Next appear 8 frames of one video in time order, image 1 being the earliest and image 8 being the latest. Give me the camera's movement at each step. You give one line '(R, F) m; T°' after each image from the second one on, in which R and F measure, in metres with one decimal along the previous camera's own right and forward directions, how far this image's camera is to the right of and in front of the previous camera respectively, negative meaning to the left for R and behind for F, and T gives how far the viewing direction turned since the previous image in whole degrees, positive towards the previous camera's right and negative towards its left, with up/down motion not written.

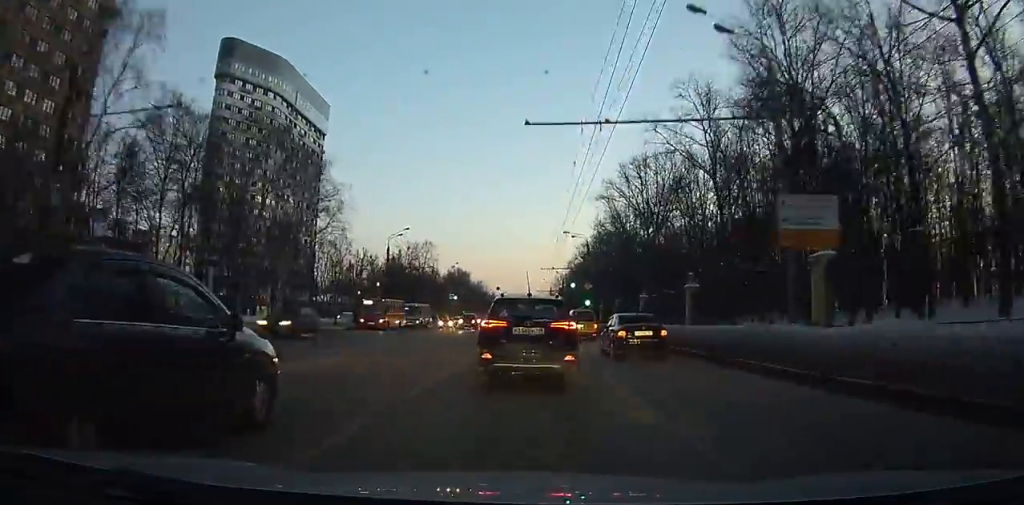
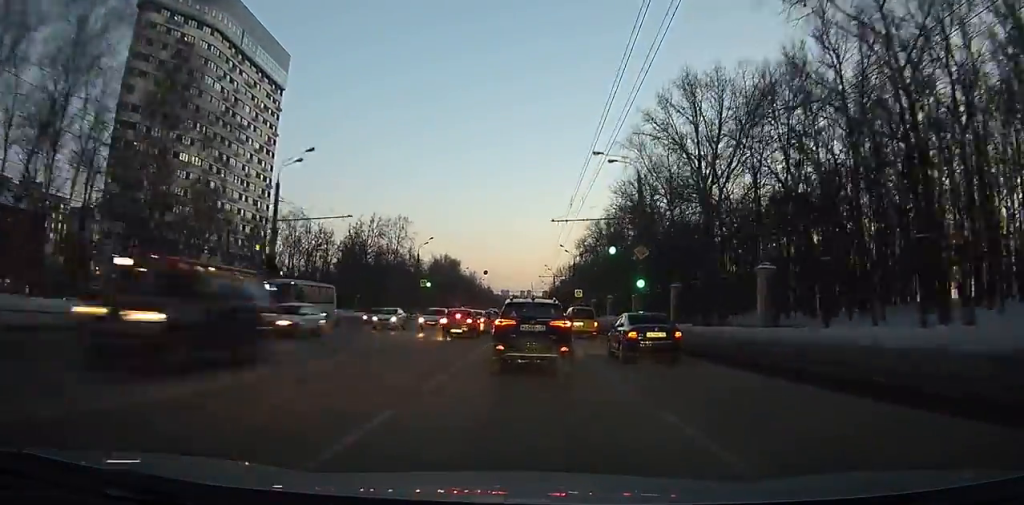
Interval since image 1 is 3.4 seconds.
(-0.2, +33.4) m; 0°
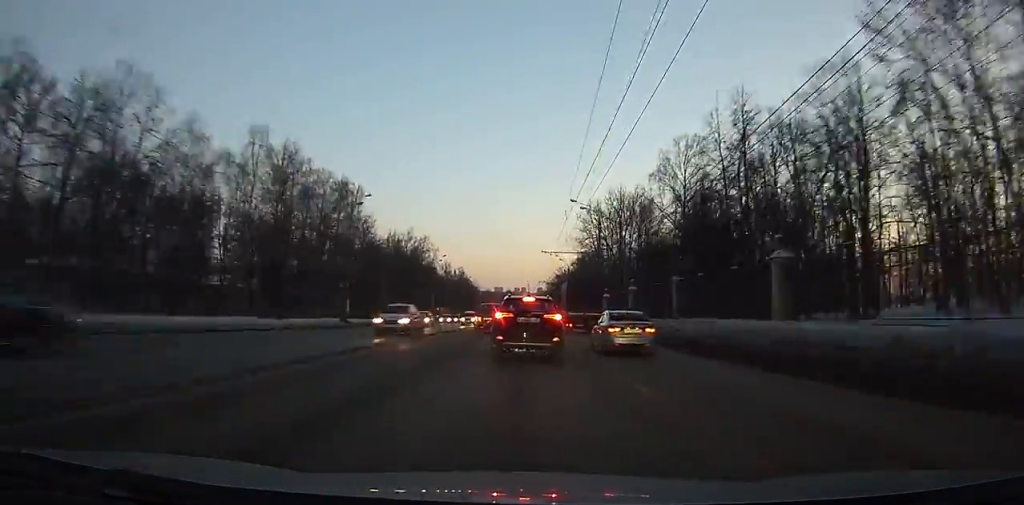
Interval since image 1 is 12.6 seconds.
(-1.6, +121.8) m; -2°
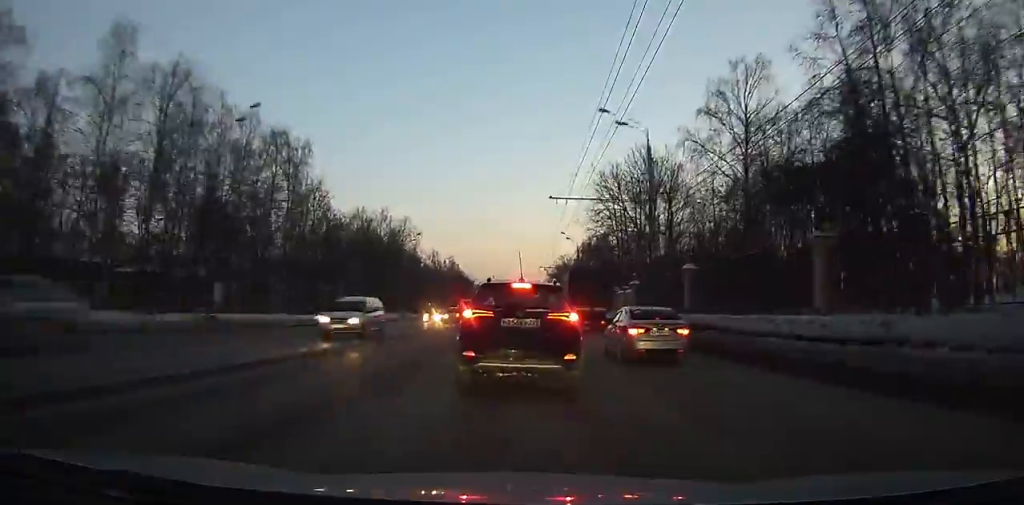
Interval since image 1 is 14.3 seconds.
(-0.3, +16.9) m; -1°
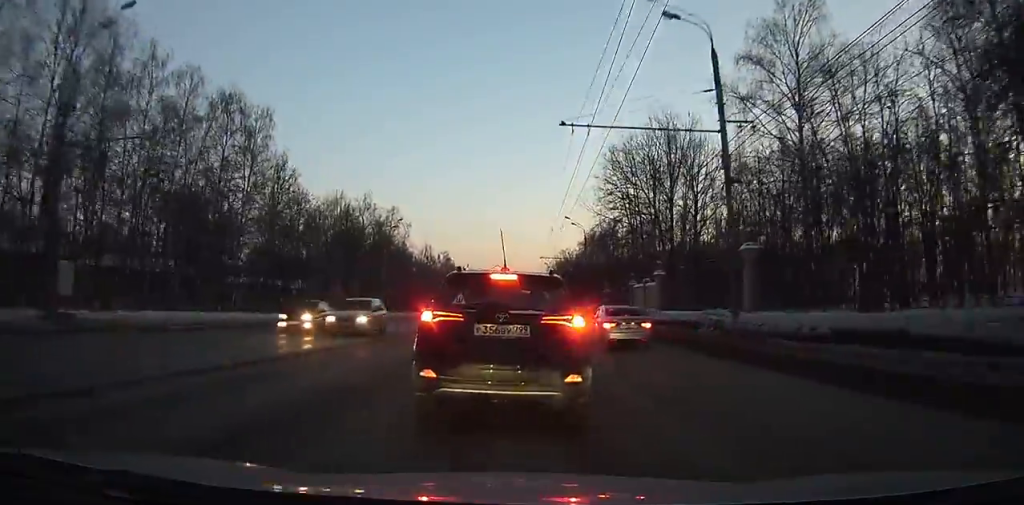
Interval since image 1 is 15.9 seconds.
(-0.1, +14.7) m; 0°
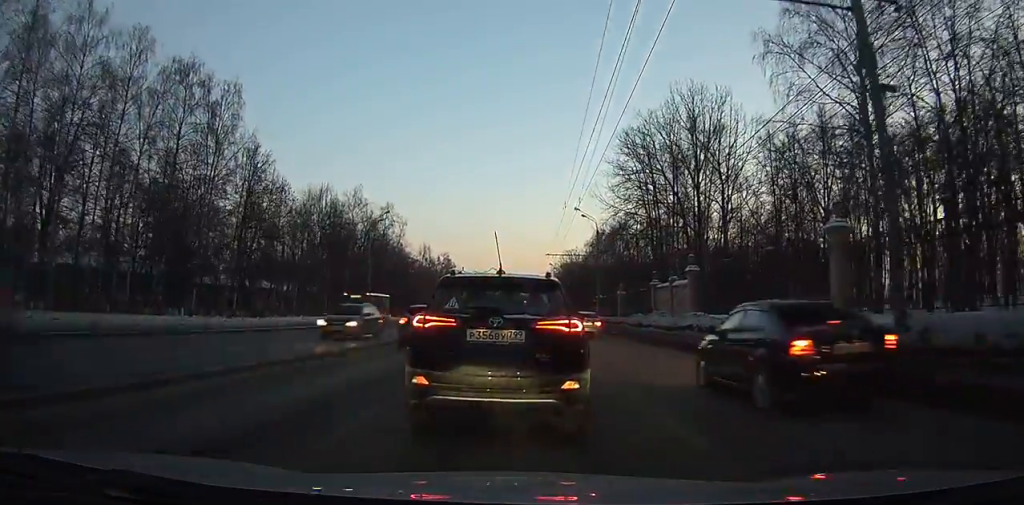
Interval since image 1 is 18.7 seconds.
(-0.4, +16.9) m; +3°
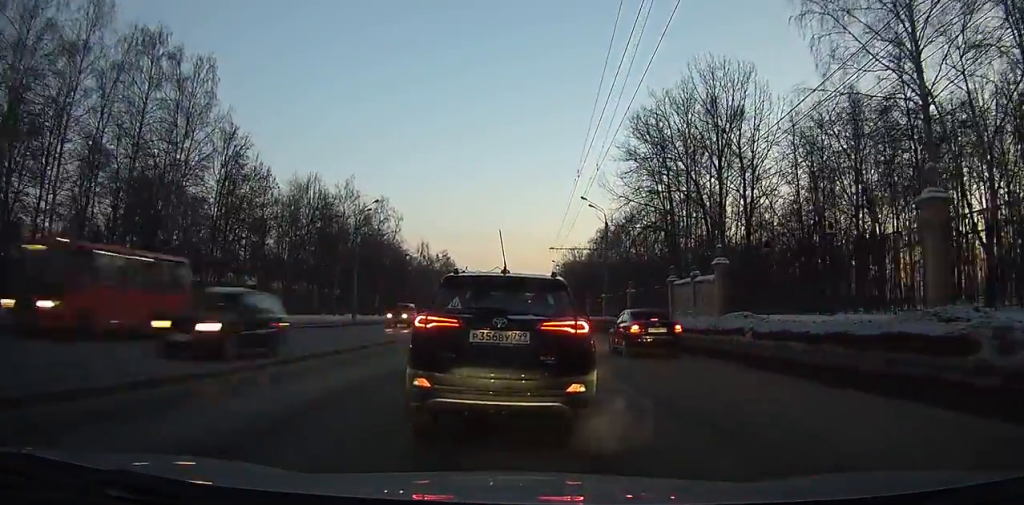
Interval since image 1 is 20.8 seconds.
(+0.9, +7.3) m; +4°
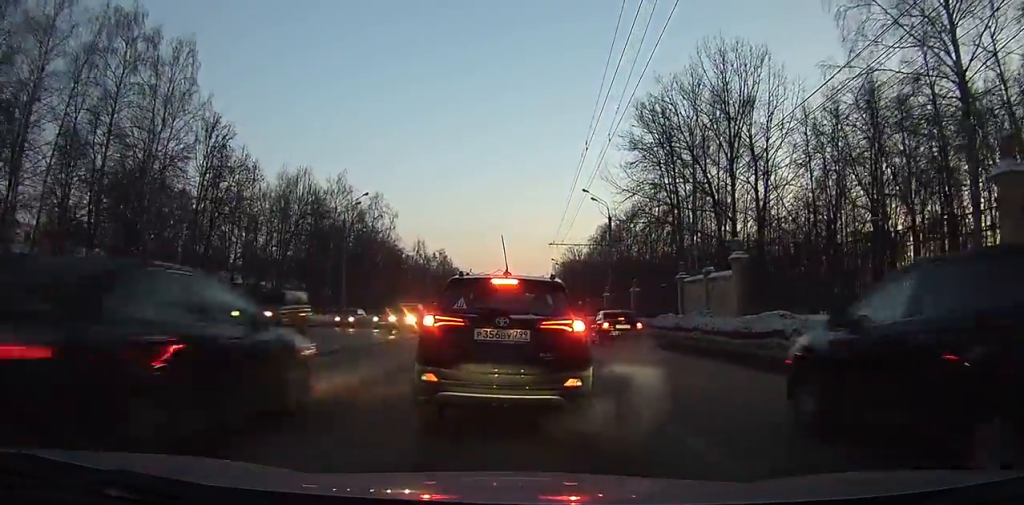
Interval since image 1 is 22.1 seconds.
(+0.1, +3.9) m; +1°
